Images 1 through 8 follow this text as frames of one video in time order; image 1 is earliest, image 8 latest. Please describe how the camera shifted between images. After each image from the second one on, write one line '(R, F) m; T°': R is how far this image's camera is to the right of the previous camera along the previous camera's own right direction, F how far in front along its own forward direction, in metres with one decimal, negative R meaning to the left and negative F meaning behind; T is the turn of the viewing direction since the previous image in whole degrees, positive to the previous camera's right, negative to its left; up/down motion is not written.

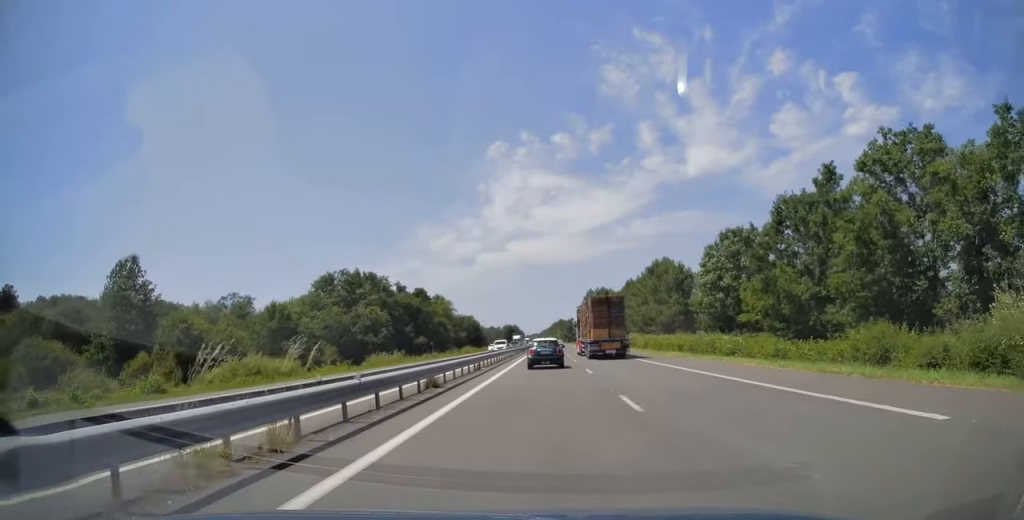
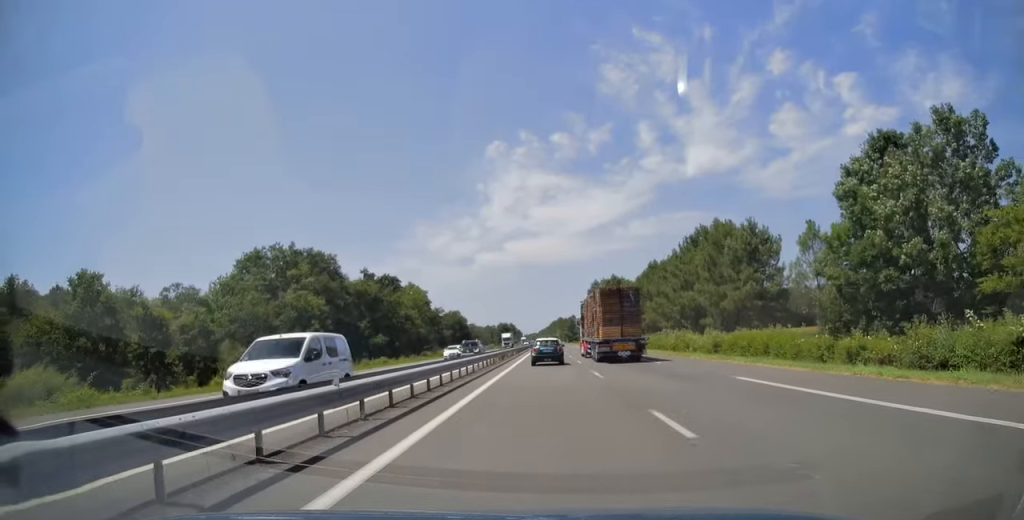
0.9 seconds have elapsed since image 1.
(+0.2, +29.6) m; 0°
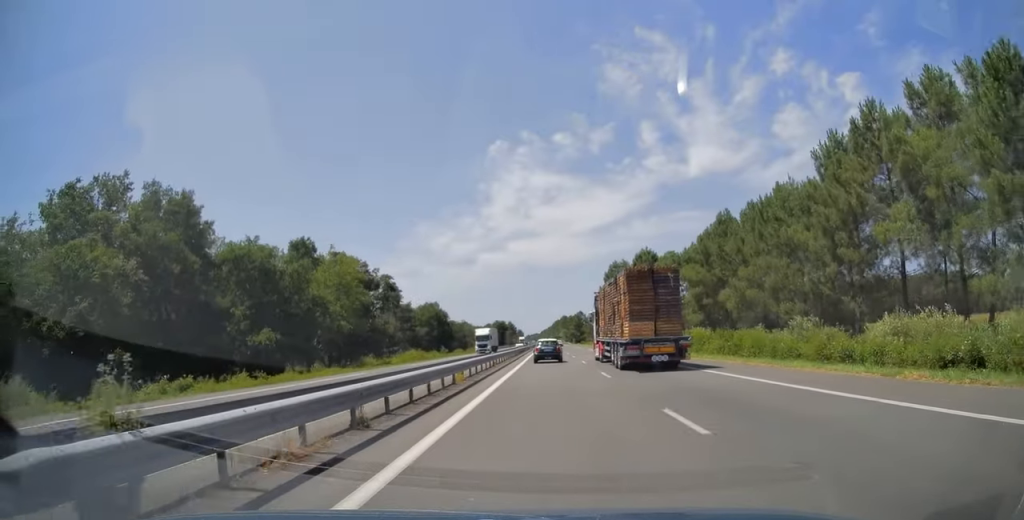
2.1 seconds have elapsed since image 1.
(-0.3, +38.9) m; 0°
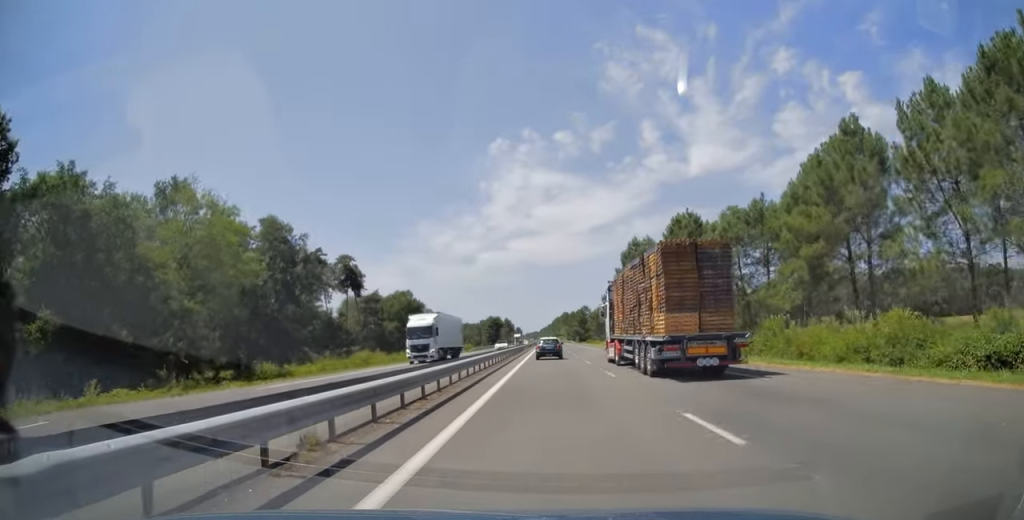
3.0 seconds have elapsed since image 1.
(0.0, +27.1) m; 0°
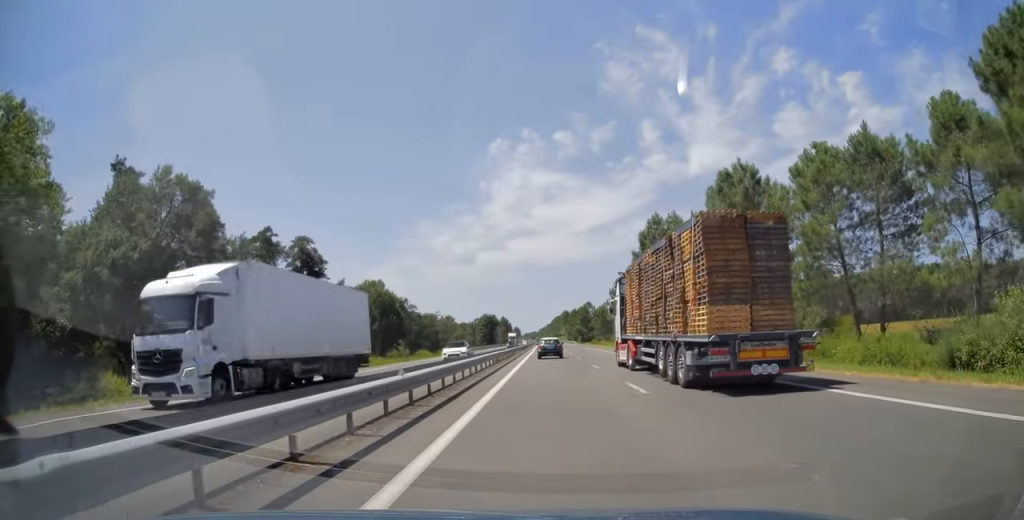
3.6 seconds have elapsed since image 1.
(+0.2, +19.2) m; 0°
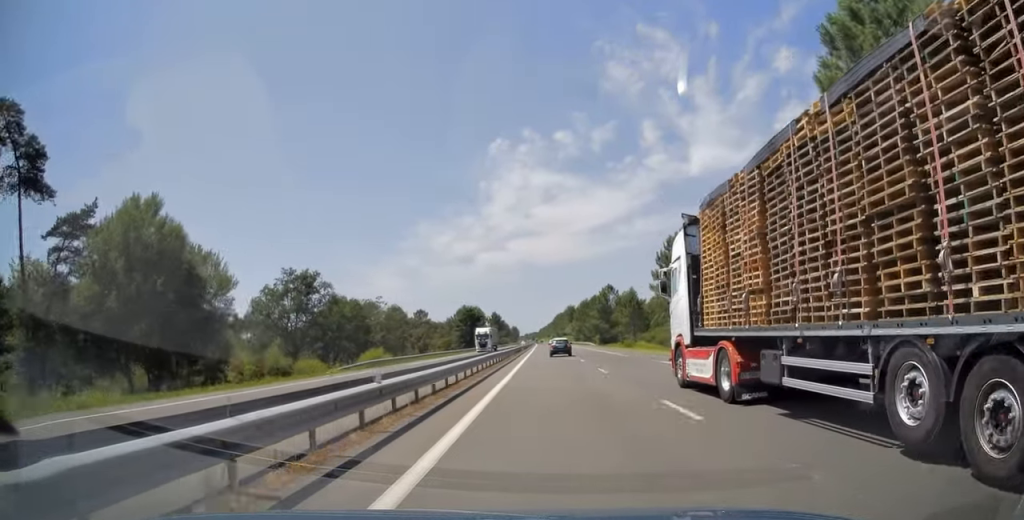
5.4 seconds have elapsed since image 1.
(0.0, +57.1) m; 0°
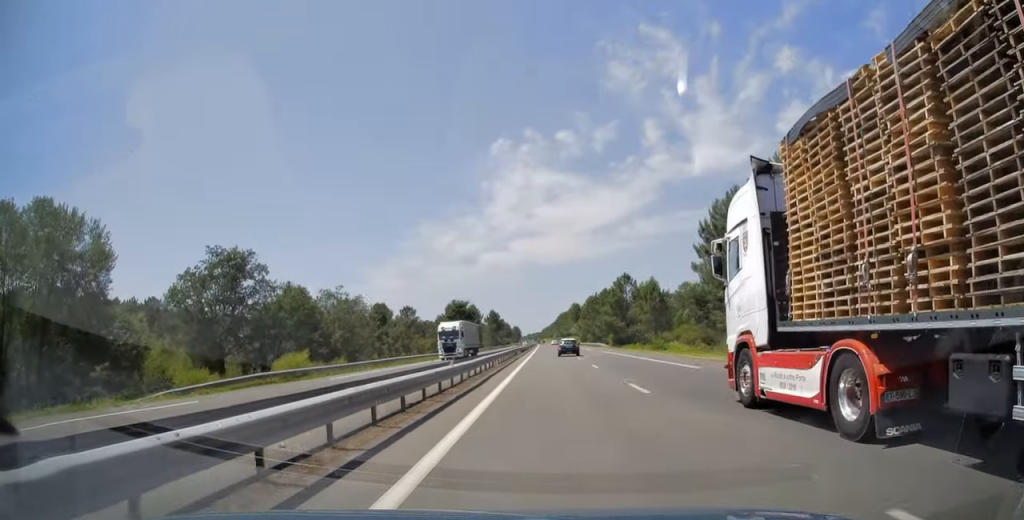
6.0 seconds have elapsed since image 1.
(-0.2, +21.4) m; 0°
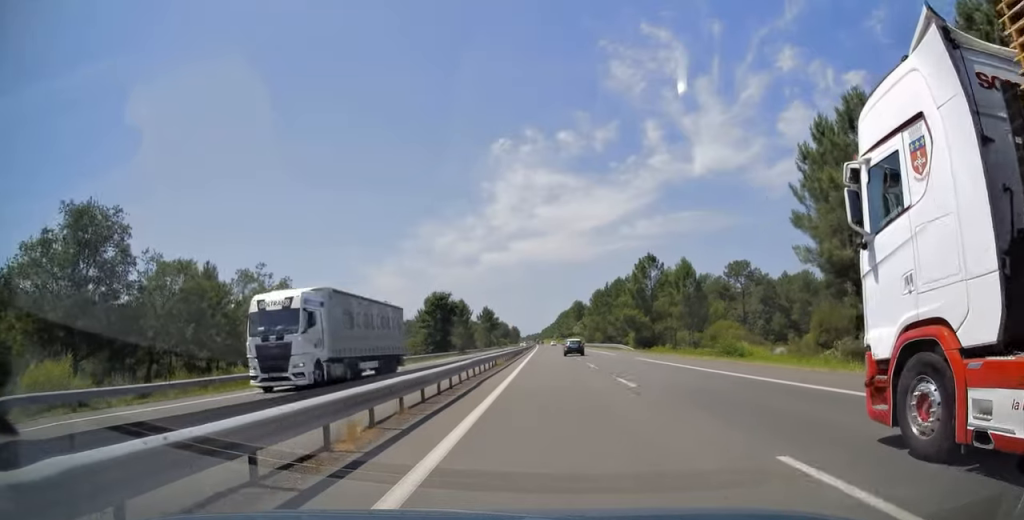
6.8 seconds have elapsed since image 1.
(-0.1, +24.0) m; 0°
